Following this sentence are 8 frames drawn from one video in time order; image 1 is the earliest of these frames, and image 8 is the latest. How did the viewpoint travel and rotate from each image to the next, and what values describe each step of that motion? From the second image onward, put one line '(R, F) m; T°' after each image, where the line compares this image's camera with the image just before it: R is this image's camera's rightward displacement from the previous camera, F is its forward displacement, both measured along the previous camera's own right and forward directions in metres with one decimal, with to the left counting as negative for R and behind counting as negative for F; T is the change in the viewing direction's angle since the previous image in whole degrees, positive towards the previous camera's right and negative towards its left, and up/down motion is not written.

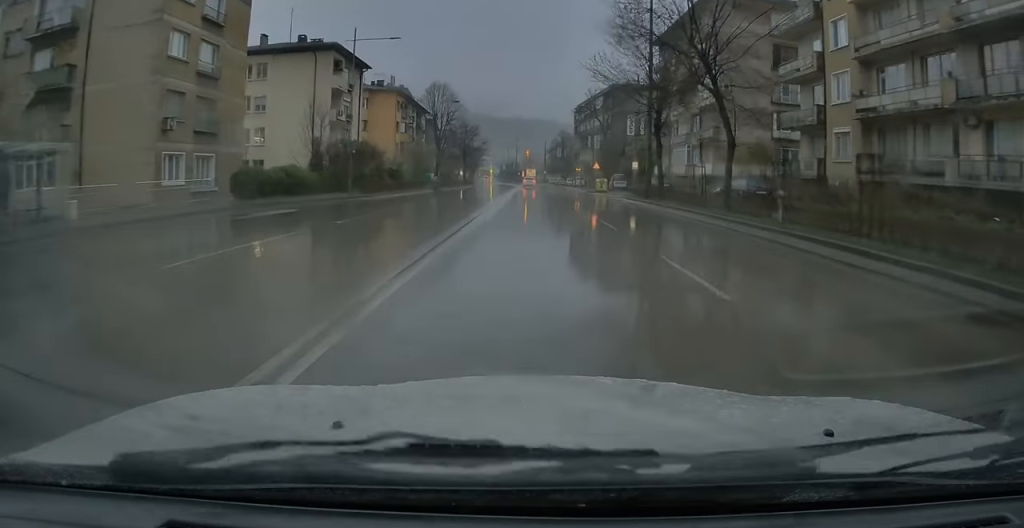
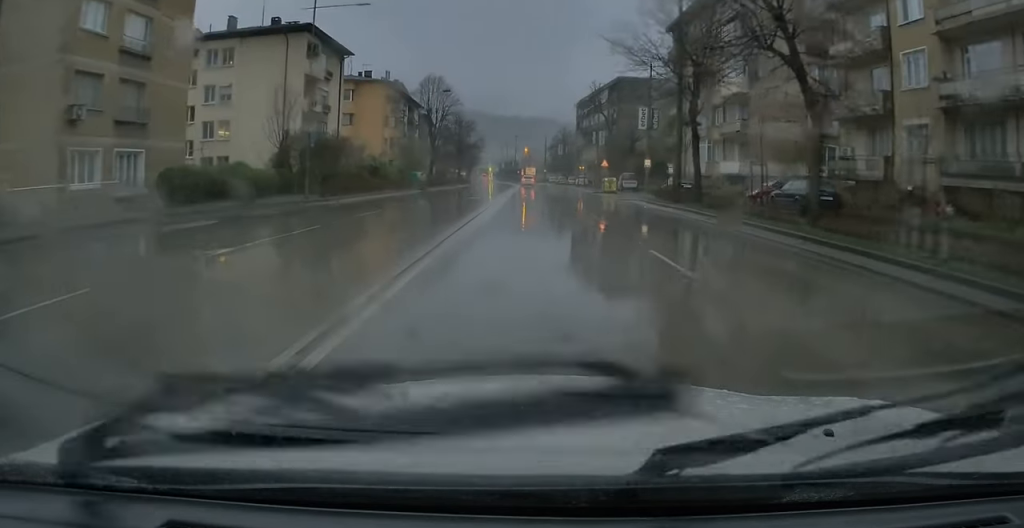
(-0.1, +7.4) m; 0°
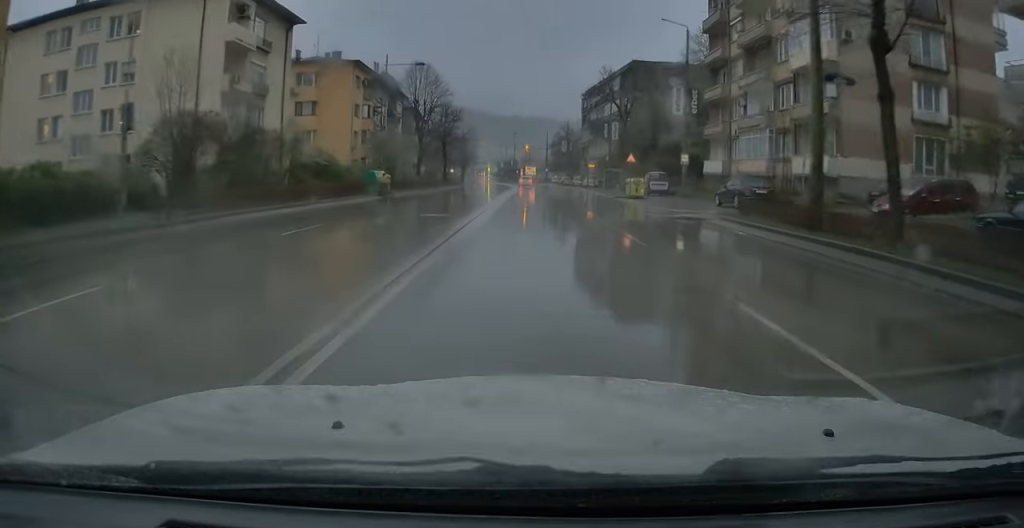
(0.0, +14.3) m; 0°
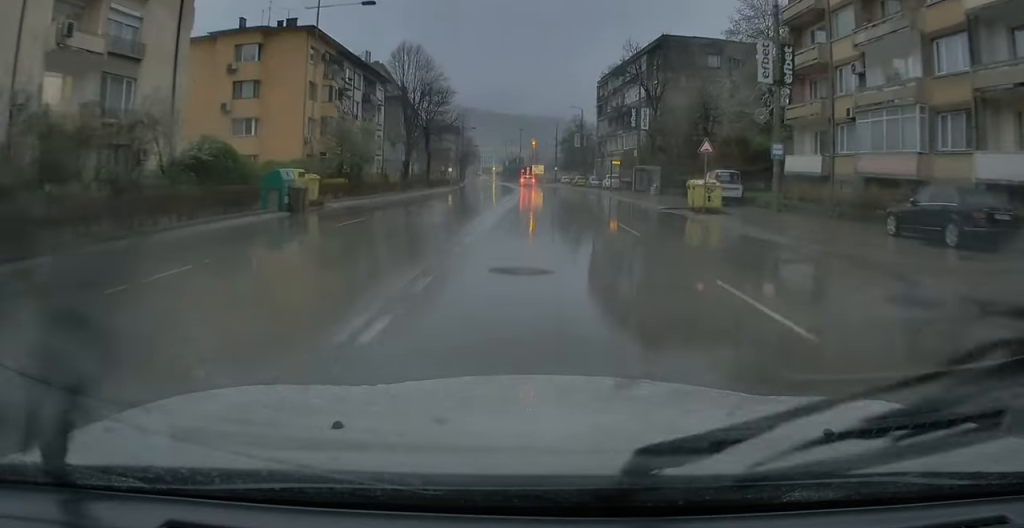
(-0.1, +15.9) m; +1°
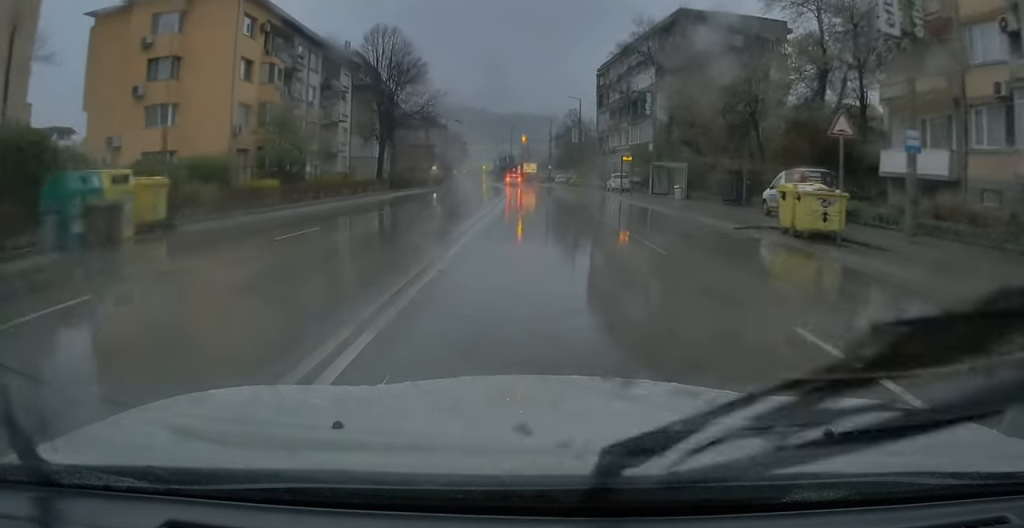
(+0.2, +11.6) m; +1°
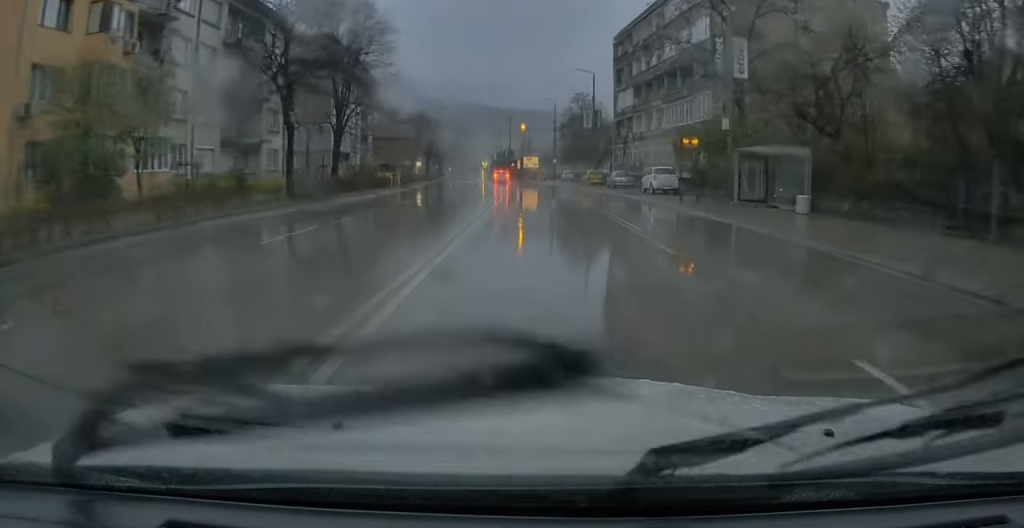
(+0.1, +19.2) m; -1°
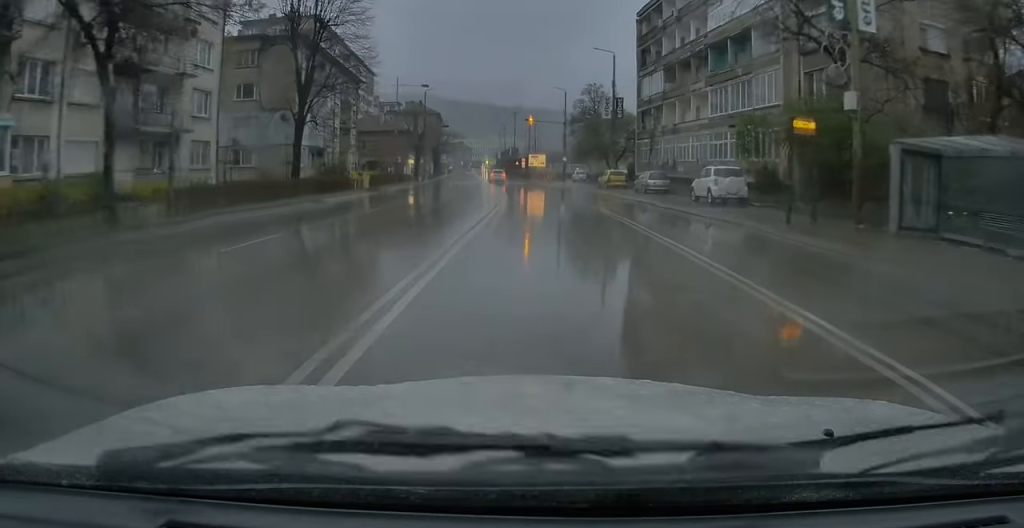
(-0.1, +12.0) m; -1°
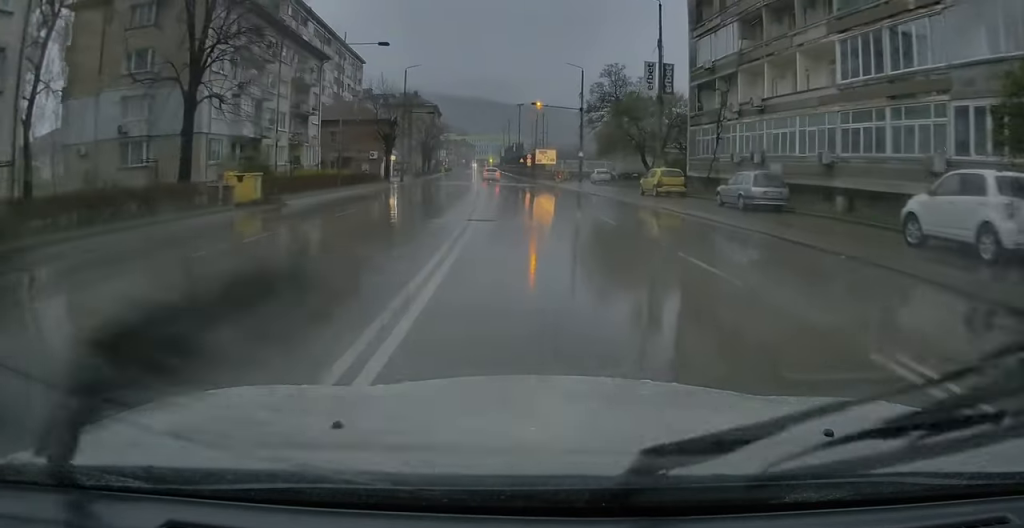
(-0.4, +18.2) m; -2°
